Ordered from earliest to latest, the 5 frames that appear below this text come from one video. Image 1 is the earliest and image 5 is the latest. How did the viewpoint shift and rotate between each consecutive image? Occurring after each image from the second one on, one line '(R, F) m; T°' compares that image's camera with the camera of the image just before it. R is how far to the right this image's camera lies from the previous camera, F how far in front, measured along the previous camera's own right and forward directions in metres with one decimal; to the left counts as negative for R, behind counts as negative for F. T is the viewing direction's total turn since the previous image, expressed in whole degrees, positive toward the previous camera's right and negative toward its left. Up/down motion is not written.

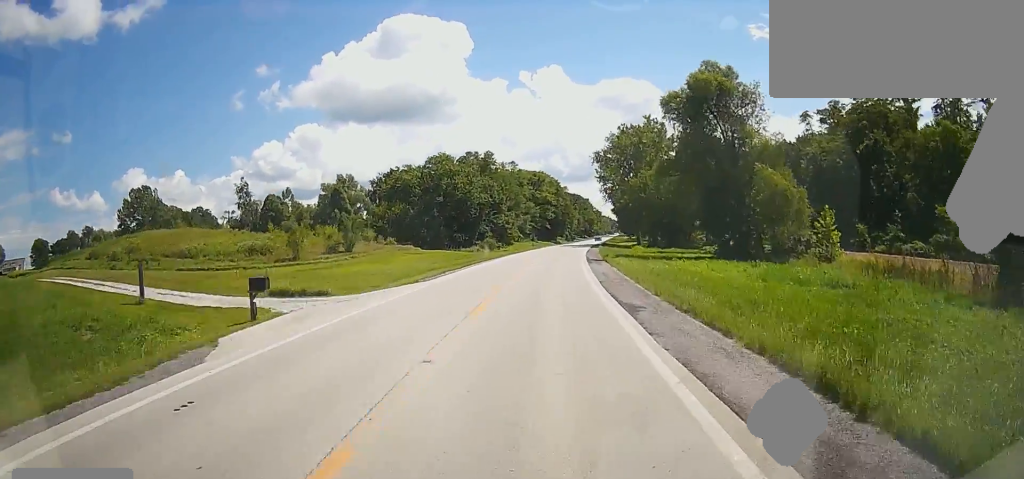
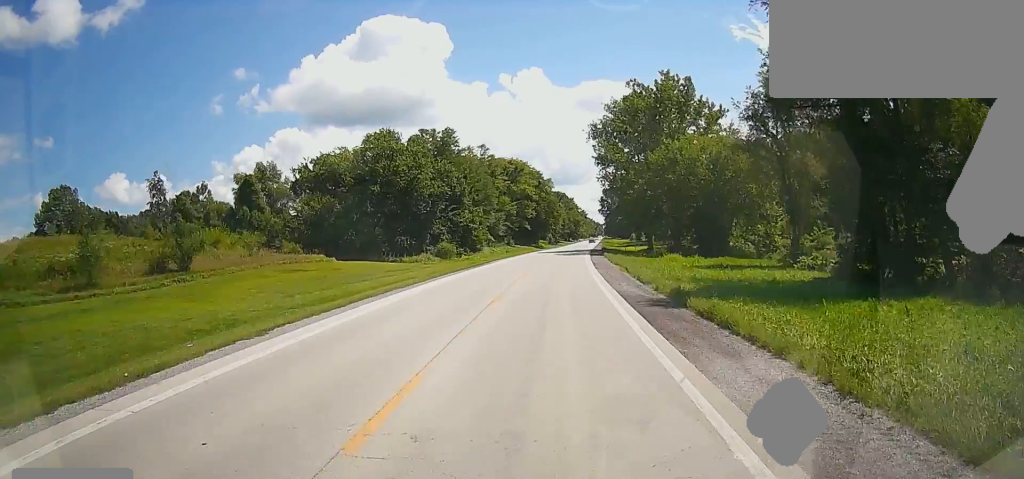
(+0.3, +38.0) m; +1°
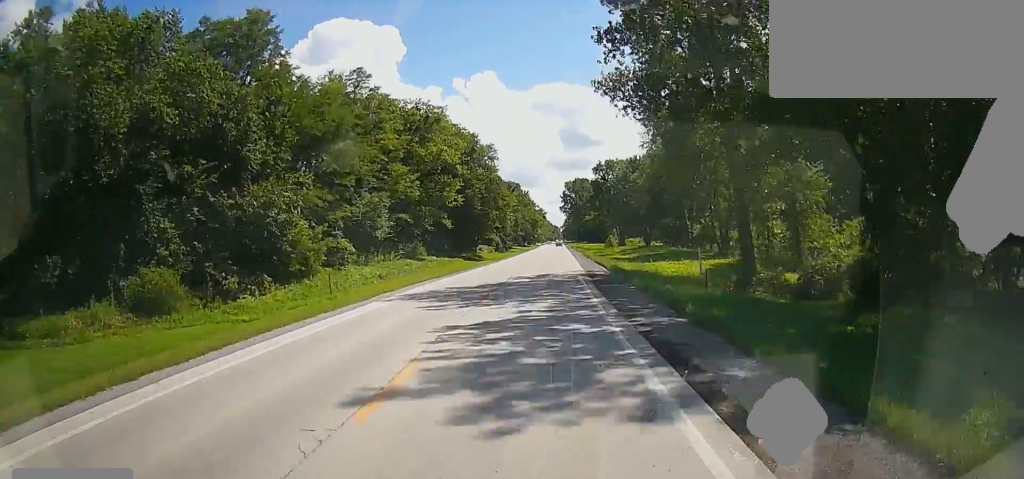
(+1.3, +72.8) m; +3°
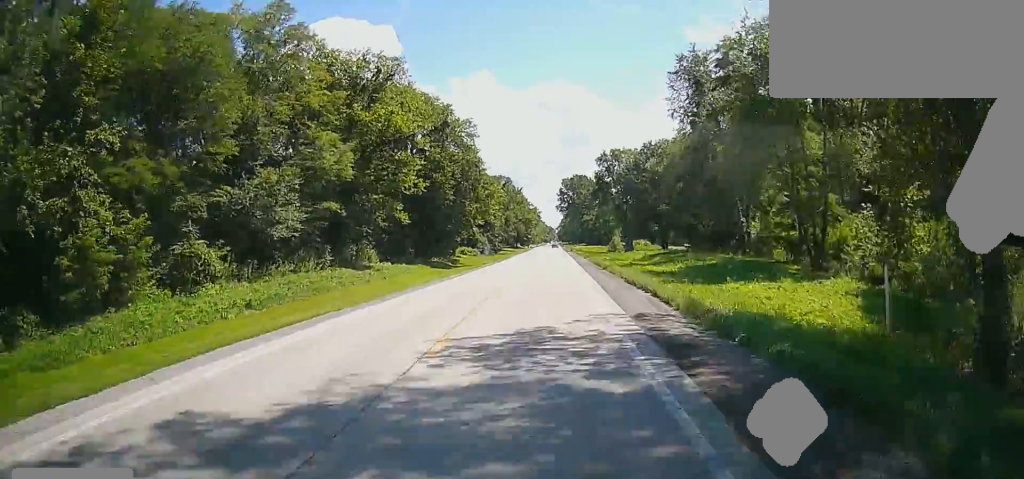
(+0.4, +22.1) m; +2°
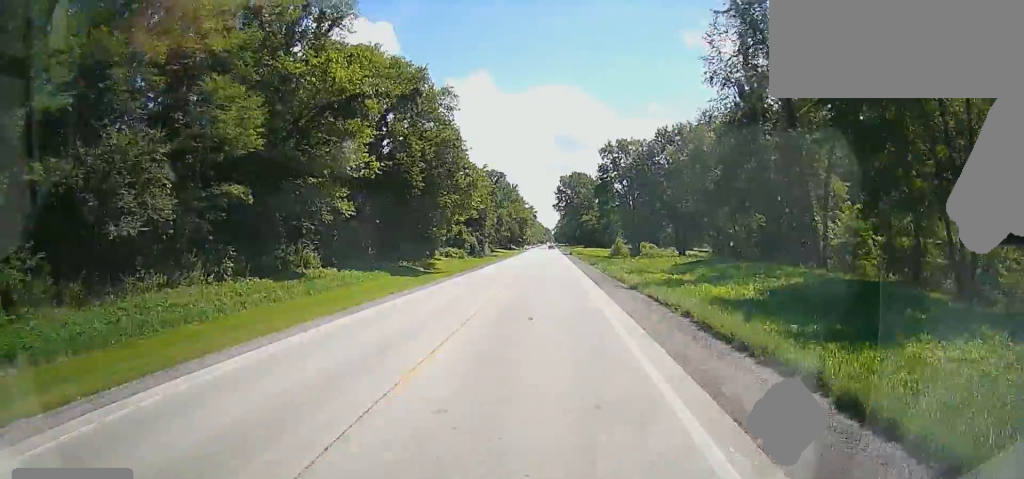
(+0.1, +14.8) m; +1°
